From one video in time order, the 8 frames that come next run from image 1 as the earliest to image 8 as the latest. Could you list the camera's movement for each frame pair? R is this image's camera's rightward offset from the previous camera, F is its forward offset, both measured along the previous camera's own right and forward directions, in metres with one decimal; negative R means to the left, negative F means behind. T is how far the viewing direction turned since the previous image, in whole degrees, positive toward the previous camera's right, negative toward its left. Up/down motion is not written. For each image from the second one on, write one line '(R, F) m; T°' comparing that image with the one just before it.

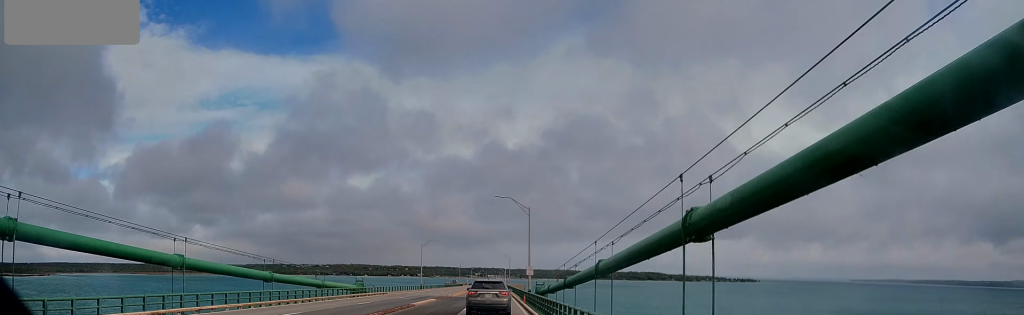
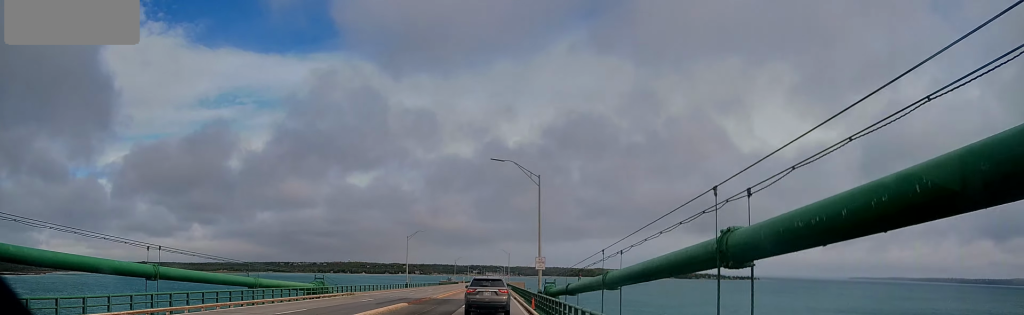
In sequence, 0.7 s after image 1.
(0.0, +12.7) m; 0°
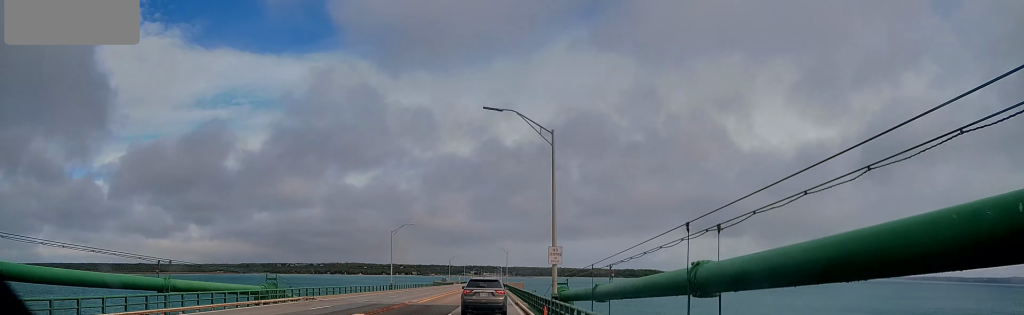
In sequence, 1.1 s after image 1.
(-0.1, +8.9) m; 0°
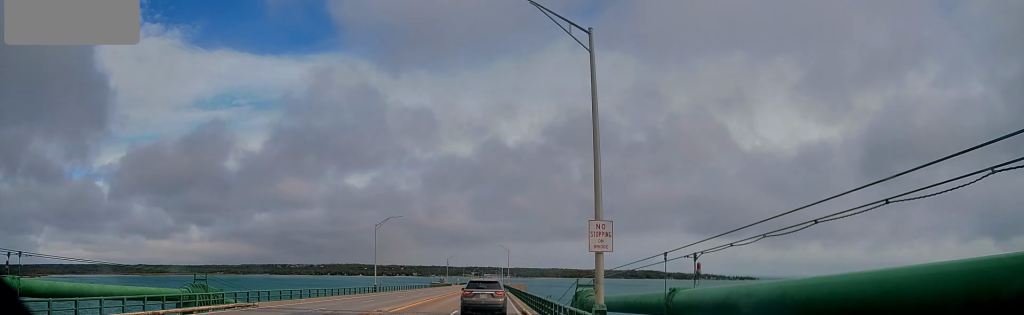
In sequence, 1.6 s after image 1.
(0.0, +9.6) m; 0°
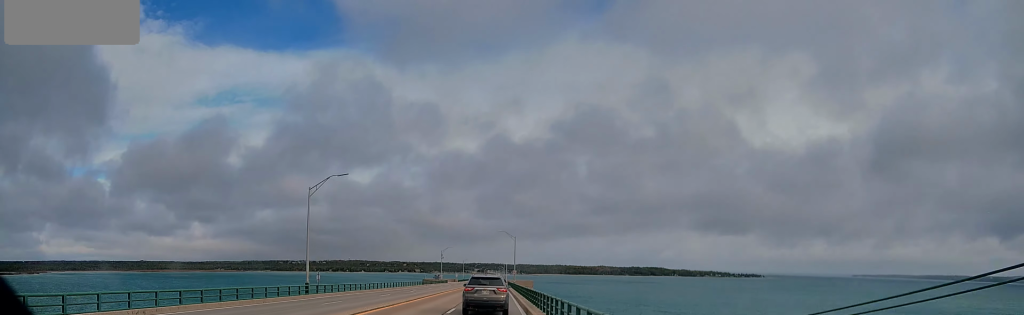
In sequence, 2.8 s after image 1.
(+0.2, +23.8) m; +1°
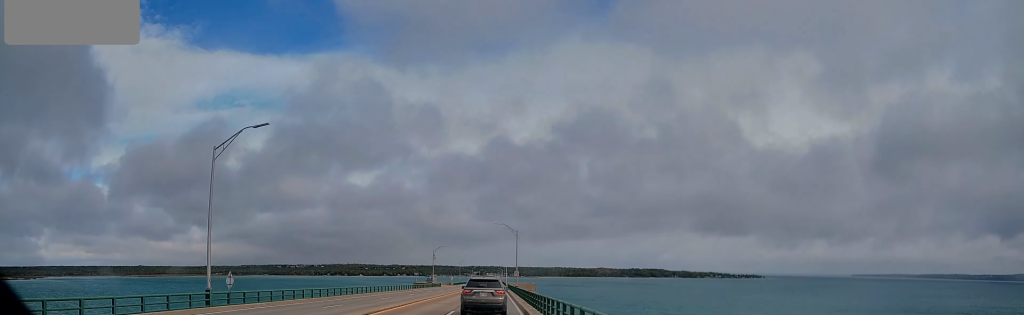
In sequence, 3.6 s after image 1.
(0.0, +15.0) m; 0°
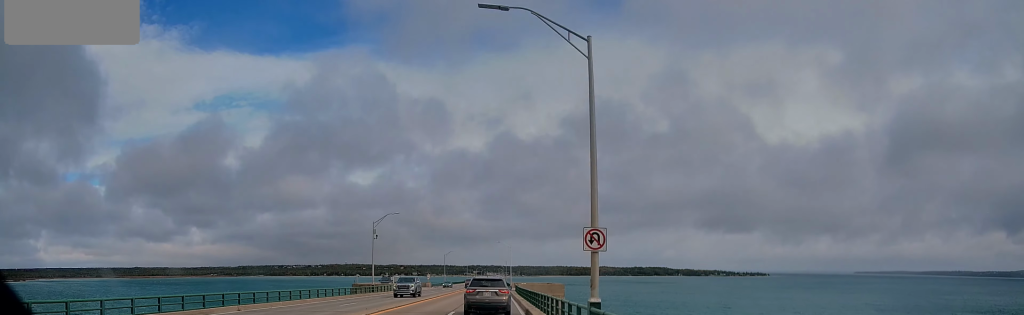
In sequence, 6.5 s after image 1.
(-0.2, +57.7) m; 0°
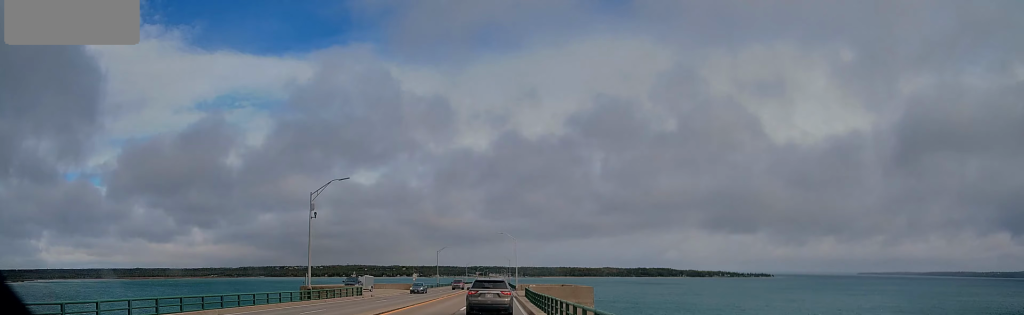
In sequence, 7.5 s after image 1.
(-0.8, +21.9) m; -1°
